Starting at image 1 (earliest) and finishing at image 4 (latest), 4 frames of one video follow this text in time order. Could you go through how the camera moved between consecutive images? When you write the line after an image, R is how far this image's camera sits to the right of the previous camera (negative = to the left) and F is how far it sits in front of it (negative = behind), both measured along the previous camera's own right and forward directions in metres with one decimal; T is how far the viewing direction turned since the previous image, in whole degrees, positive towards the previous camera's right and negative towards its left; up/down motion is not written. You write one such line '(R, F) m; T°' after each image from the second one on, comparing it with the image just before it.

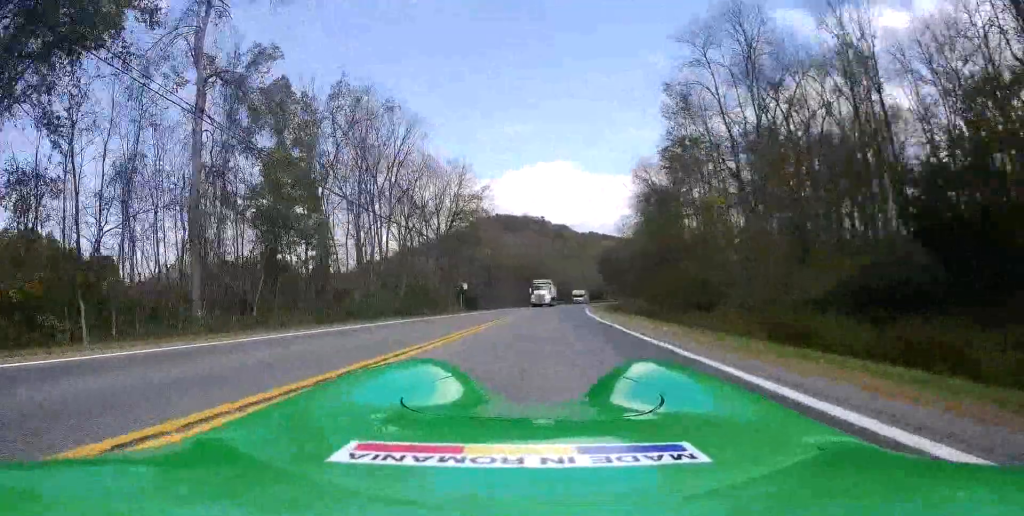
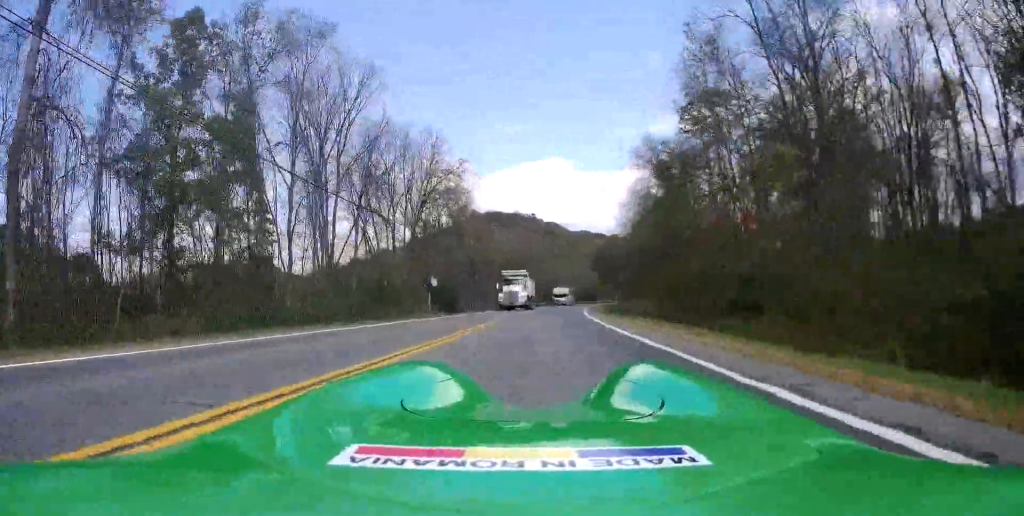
(-0.1, +9.7) m; -1°
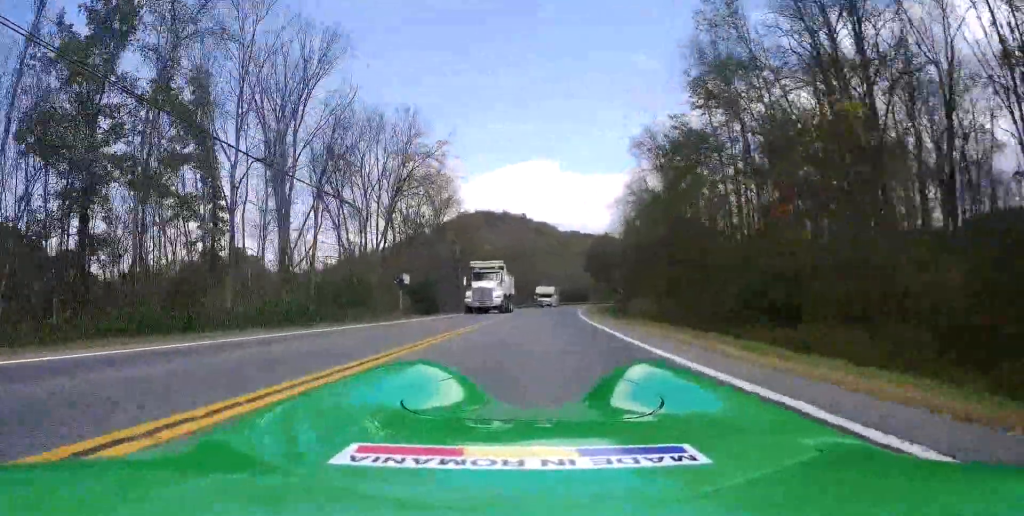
(-0.1, +5.4) m; 0°
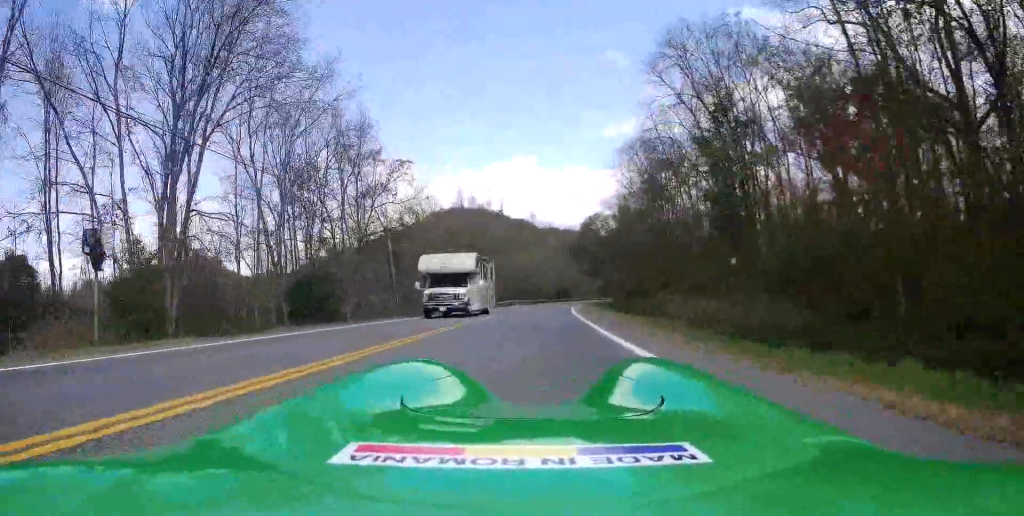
(+0.3, +21.5) m; +2°
